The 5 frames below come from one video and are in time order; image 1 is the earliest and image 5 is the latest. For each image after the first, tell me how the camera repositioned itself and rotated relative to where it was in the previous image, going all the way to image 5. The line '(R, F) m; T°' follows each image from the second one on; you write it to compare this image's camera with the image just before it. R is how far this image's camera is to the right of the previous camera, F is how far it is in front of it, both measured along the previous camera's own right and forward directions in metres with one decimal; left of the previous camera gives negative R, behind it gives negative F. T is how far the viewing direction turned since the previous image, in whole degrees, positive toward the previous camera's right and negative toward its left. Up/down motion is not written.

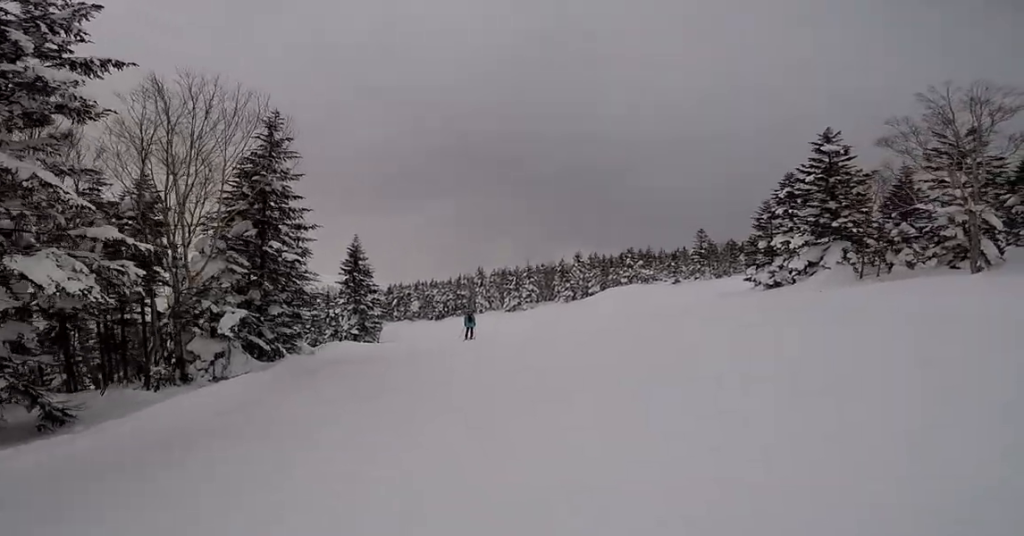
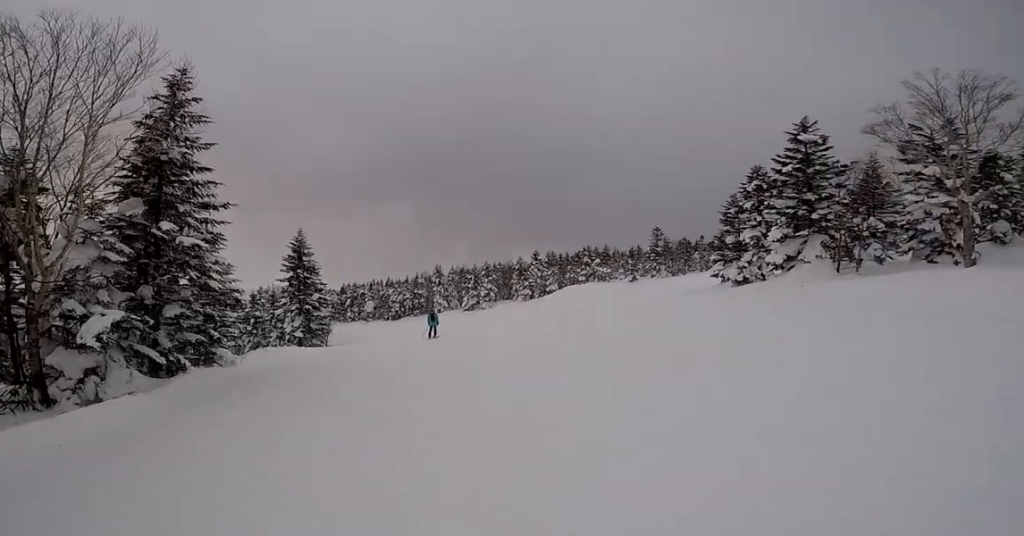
(-0.5, +2.3) m; -6°
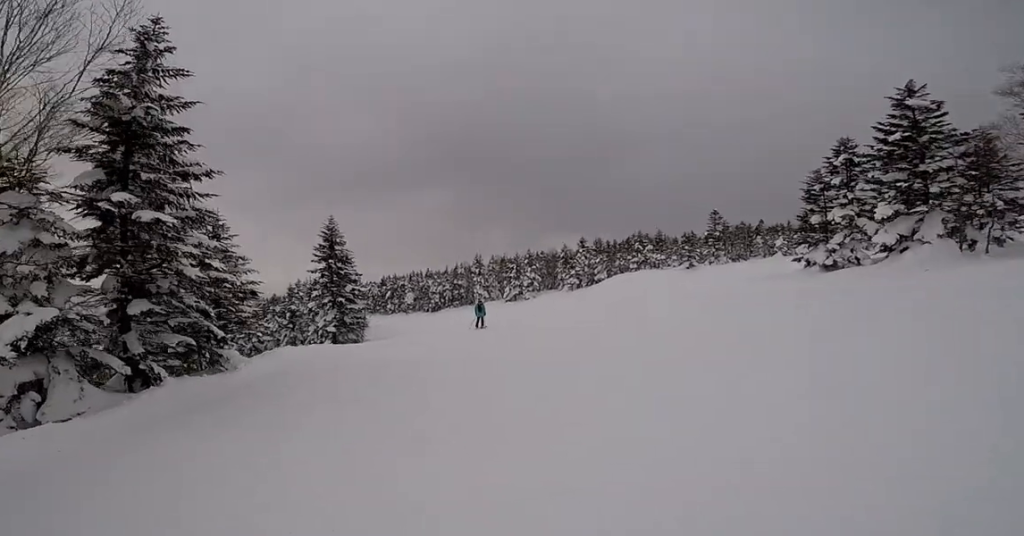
(-0.3, +2.5) m; -6°
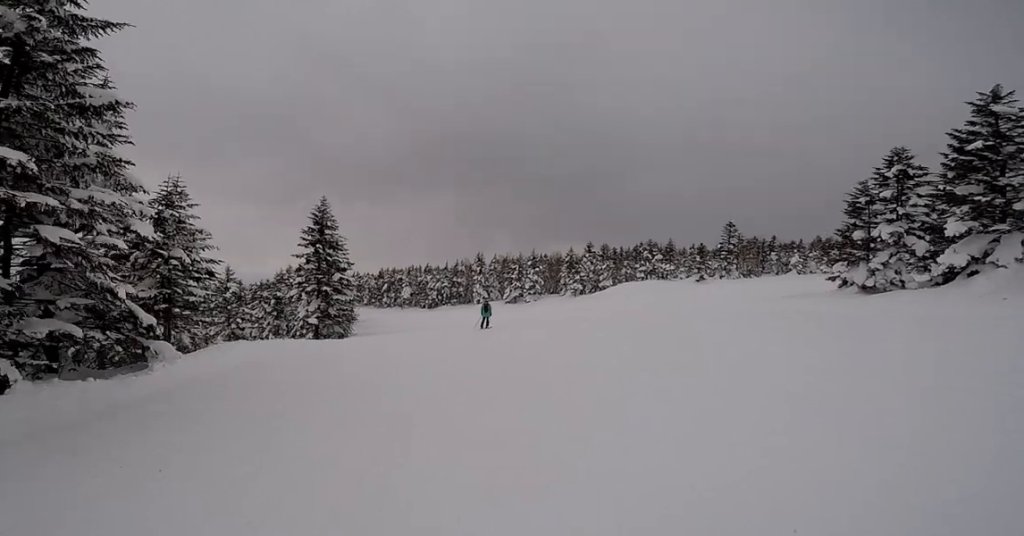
(0.0, +2.6) m; +1°
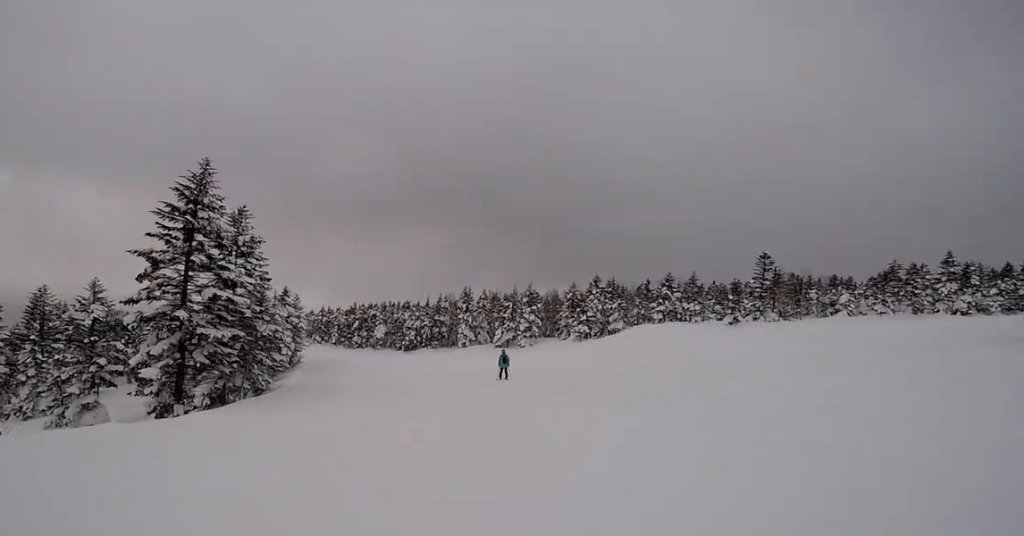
(+0.6, +12.5) m; +3°
